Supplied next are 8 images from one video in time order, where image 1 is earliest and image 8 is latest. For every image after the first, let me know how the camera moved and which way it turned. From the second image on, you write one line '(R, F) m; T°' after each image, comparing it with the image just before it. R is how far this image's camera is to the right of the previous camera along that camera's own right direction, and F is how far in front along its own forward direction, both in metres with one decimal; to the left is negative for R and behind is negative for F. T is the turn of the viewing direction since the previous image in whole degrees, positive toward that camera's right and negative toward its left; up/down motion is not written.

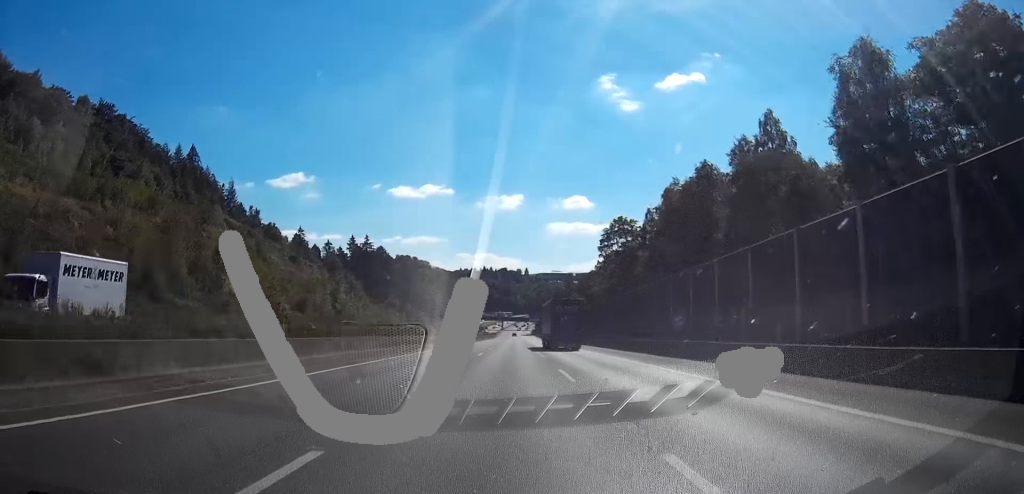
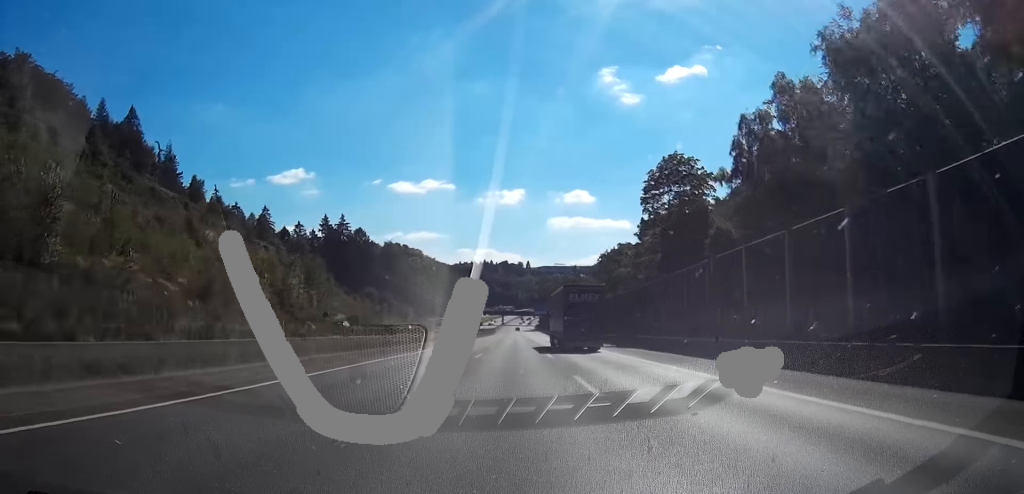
(-0.6, +41.4) m; +1°
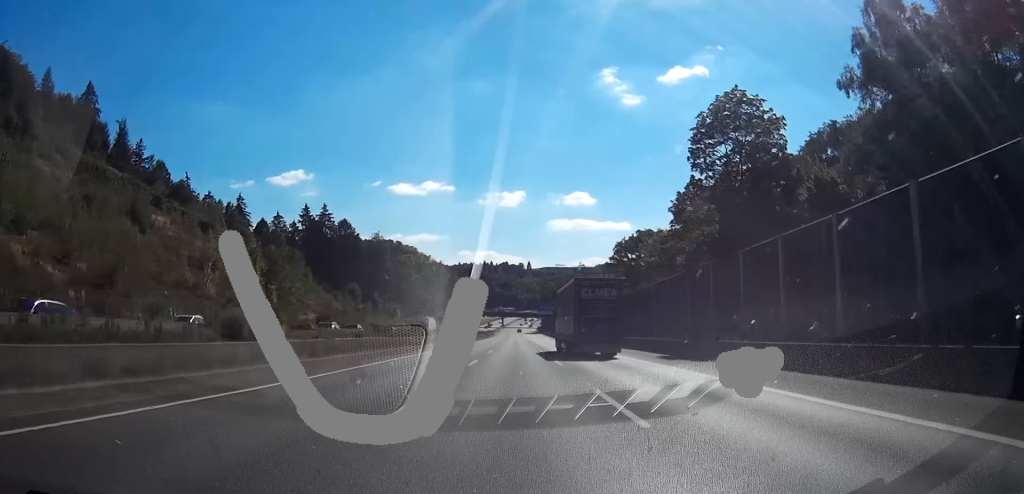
(+0.6, +22.9) m; +1°
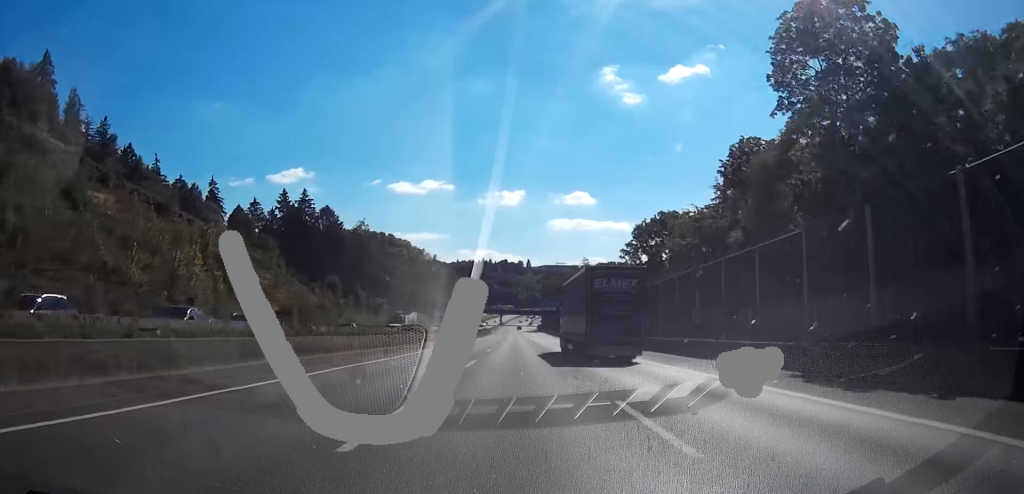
(0.0, +20.3) m; -1°
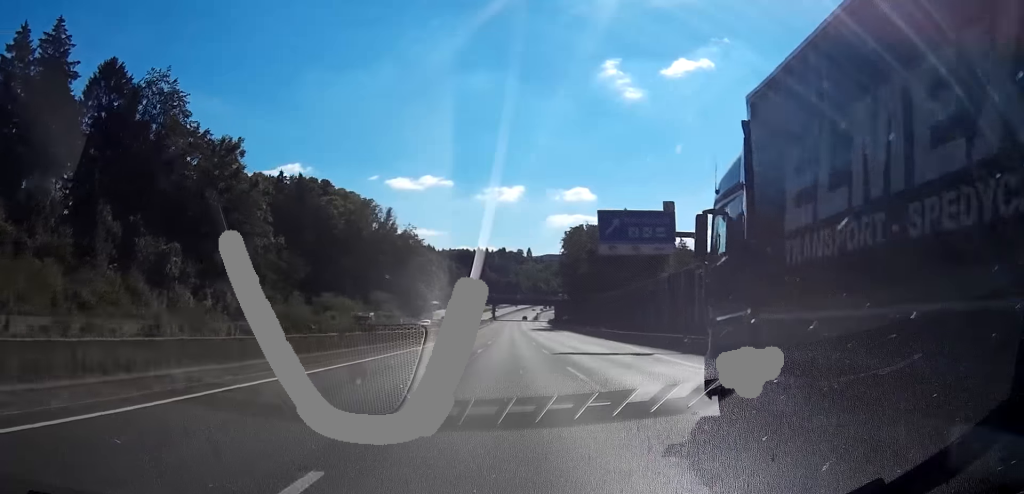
(-4.4, +114.3) m; -1°
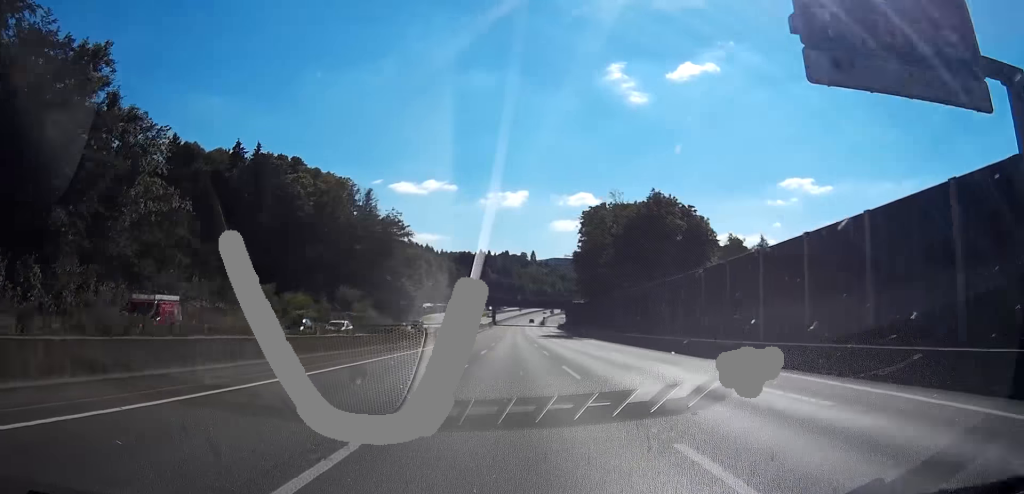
(+0.3, +33.5) m; +1°
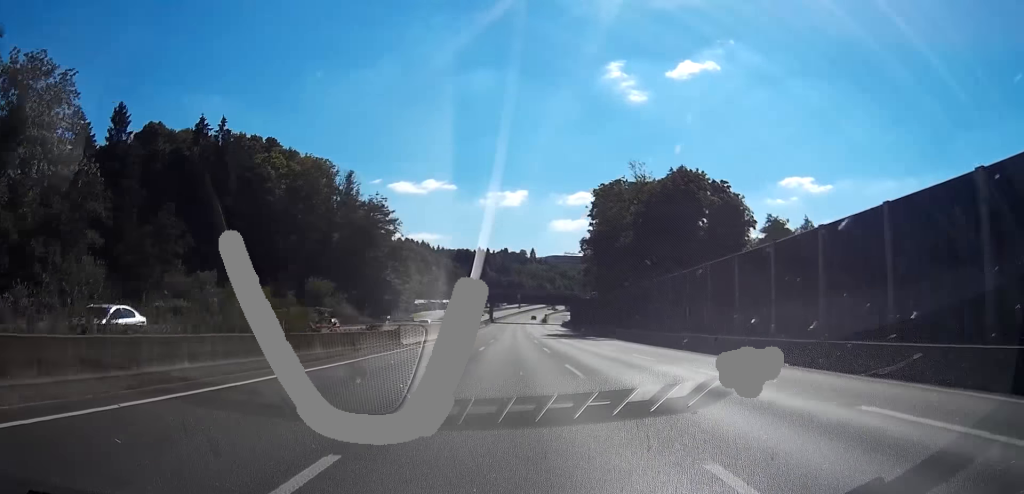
(-0.1, +19.0) m; 0°
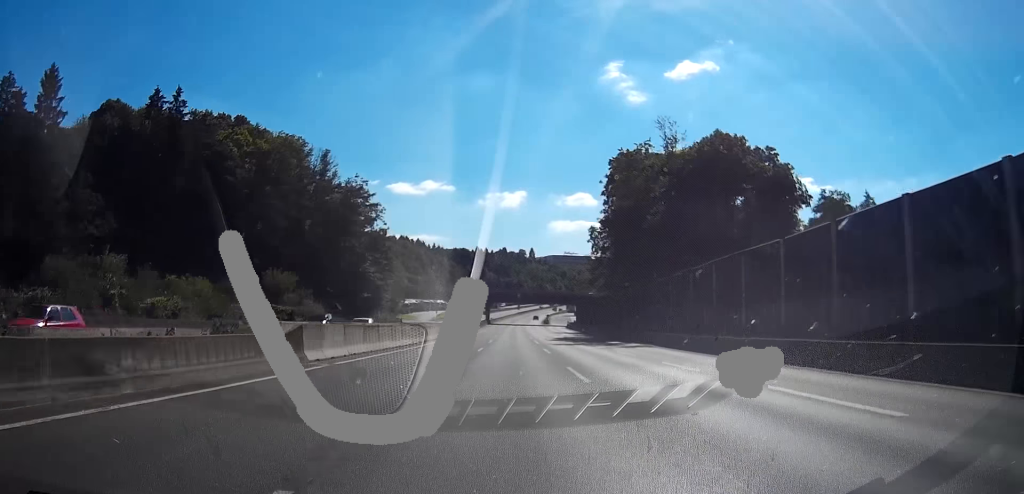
(+0.3, +19.0) m; 0°
